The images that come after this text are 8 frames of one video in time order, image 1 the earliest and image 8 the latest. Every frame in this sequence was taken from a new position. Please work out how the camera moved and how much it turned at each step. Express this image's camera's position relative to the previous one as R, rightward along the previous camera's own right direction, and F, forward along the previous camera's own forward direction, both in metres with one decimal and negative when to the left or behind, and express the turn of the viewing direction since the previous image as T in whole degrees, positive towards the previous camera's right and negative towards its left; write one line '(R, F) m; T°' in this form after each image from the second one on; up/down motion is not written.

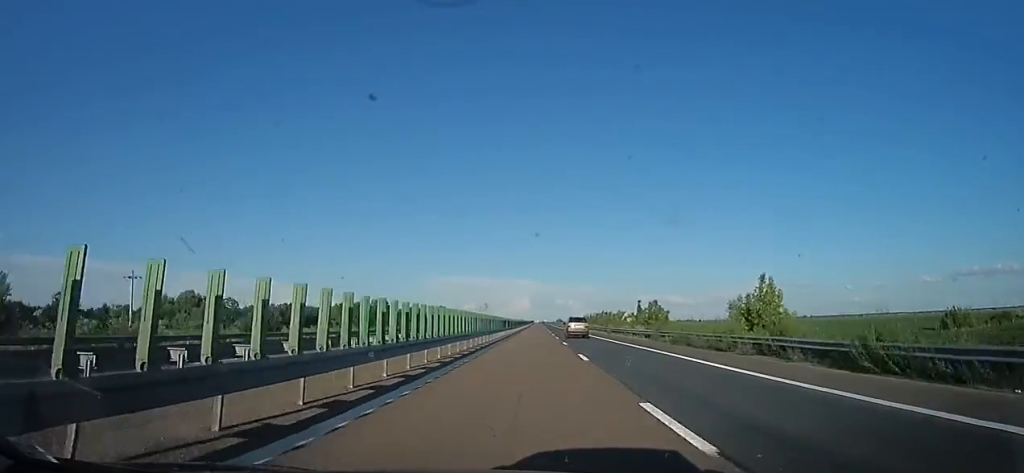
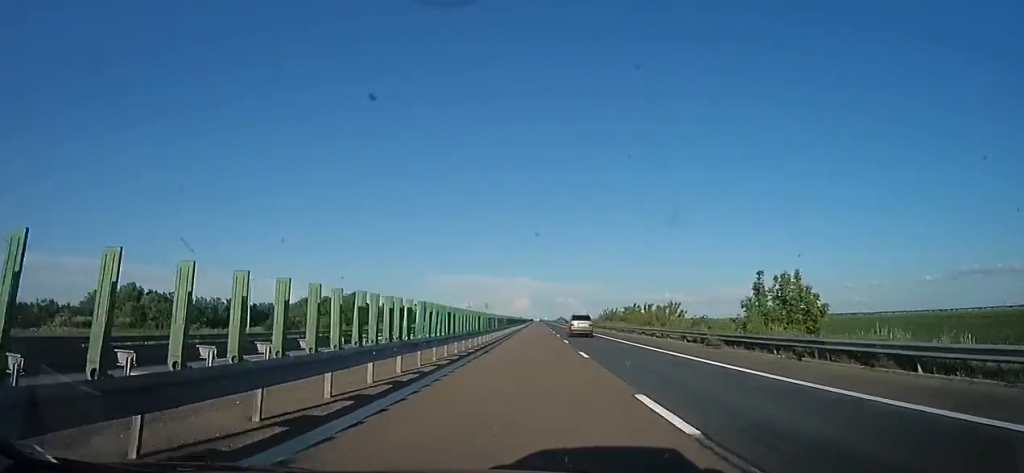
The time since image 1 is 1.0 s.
(-0.8, +35.2) m; +1°
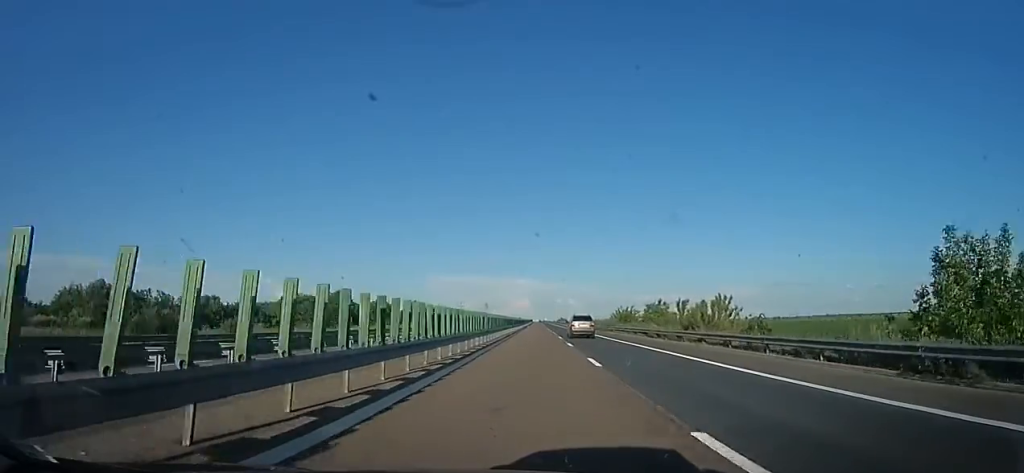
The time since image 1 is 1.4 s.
(+0.6, +15.2) m; +1°
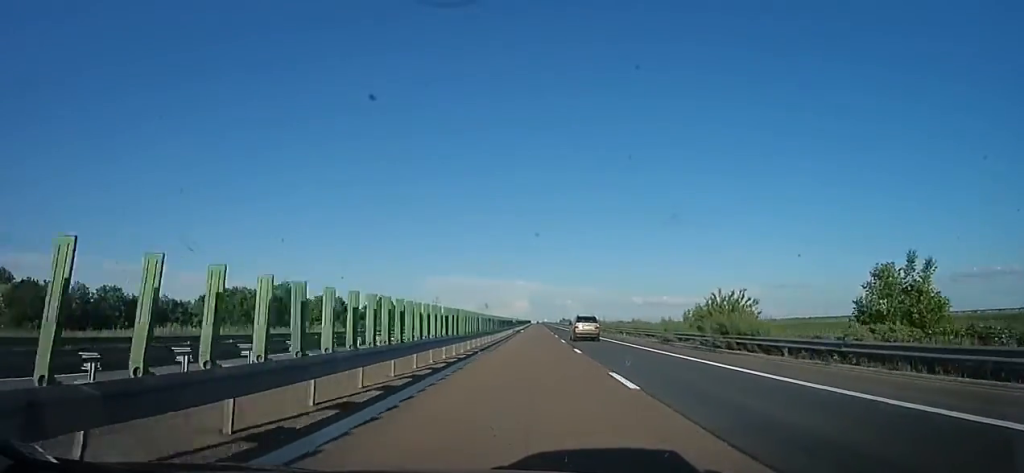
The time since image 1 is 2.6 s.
(+0.5, +41.2) m; +1°
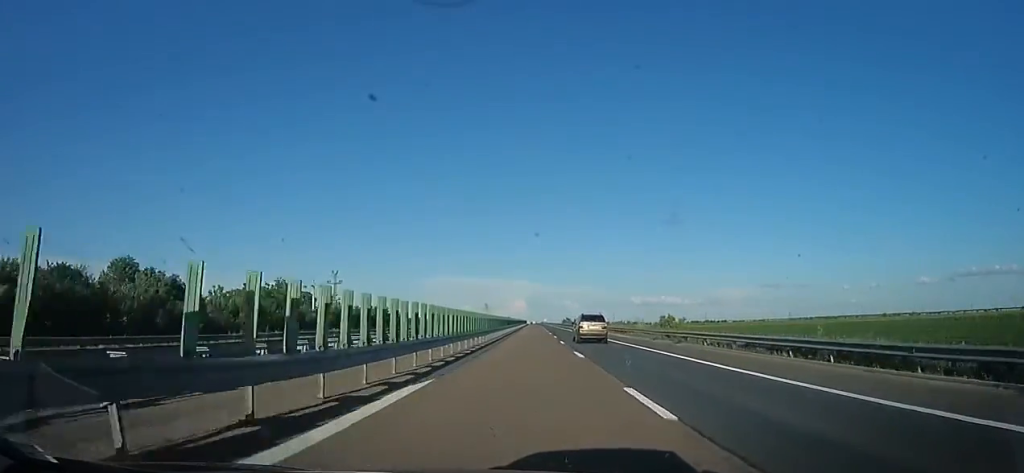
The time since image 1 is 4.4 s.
(-1.9, +63.1) m; -2°
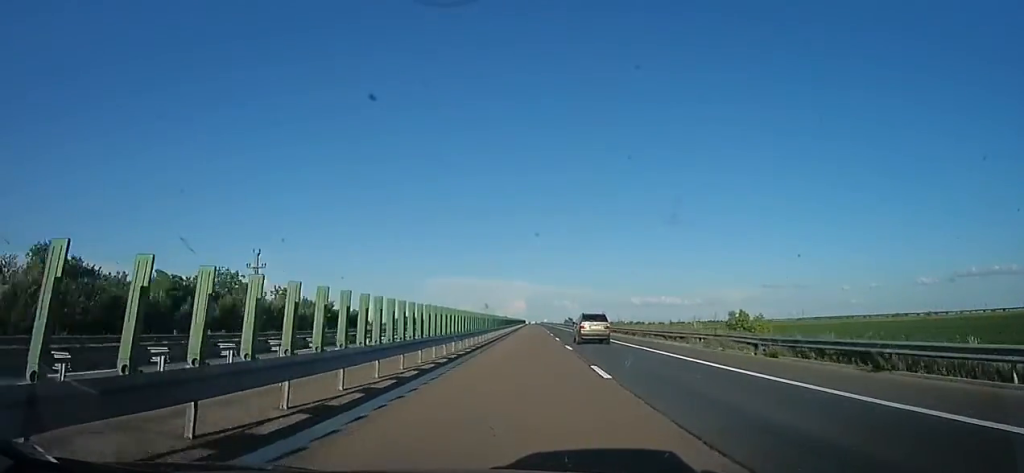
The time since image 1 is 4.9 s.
(-0.4, +18.9) m; 0°
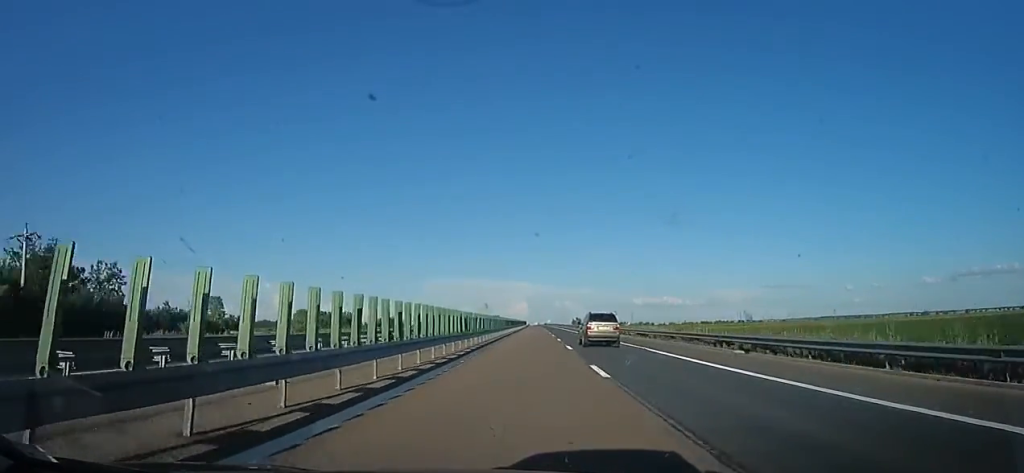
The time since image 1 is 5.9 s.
(+1.3, +35.6) m; +2°
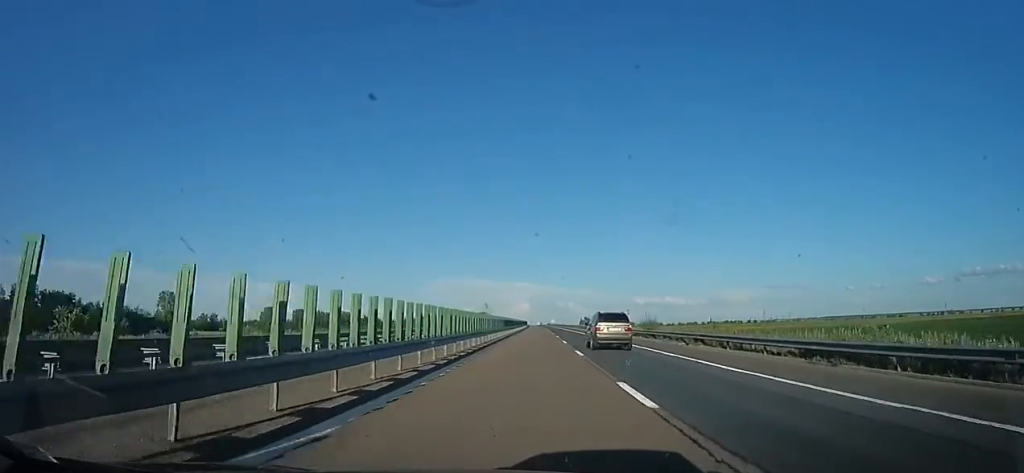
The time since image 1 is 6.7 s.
(0.0, +28.1) m; 0°
